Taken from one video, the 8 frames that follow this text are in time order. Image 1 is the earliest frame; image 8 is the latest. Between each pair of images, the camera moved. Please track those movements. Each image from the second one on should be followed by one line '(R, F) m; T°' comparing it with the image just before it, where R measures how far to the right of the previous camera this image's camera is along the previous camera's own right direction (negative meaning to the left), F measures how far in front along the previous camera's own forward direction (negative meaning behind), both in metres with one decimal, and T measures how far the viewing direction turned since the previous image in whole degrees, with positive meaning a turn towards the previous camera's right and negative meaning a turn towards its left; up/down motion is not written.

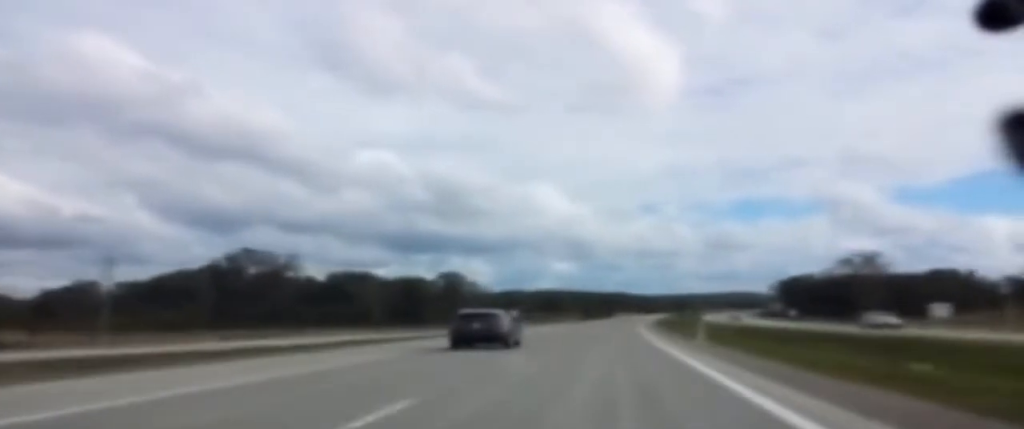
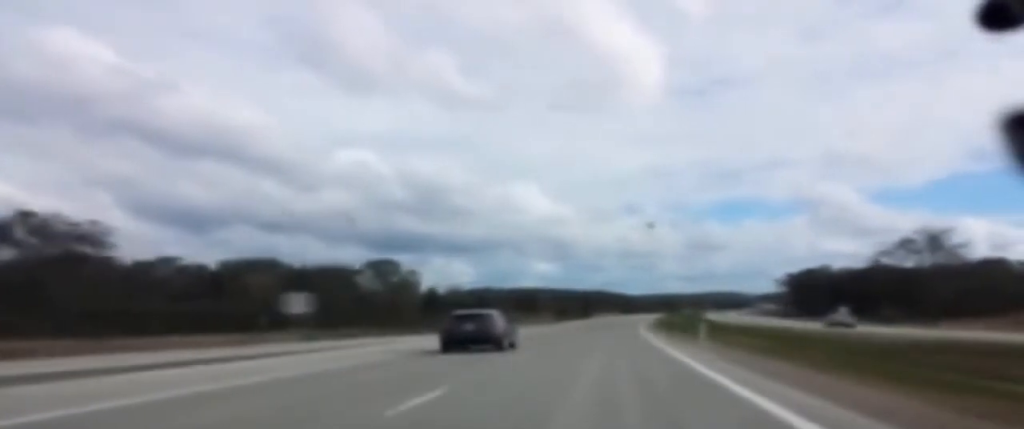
(+0.5, +59.9) m; +1°
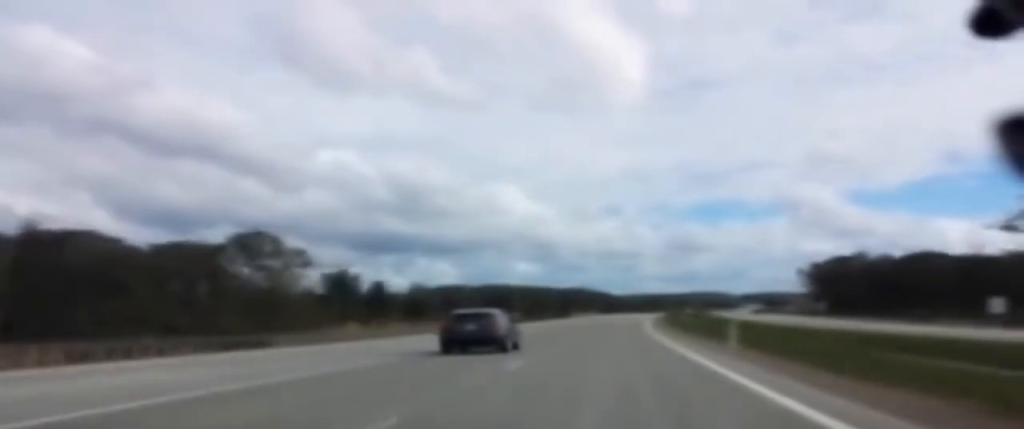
(+0.3, +66.3) m; +1°
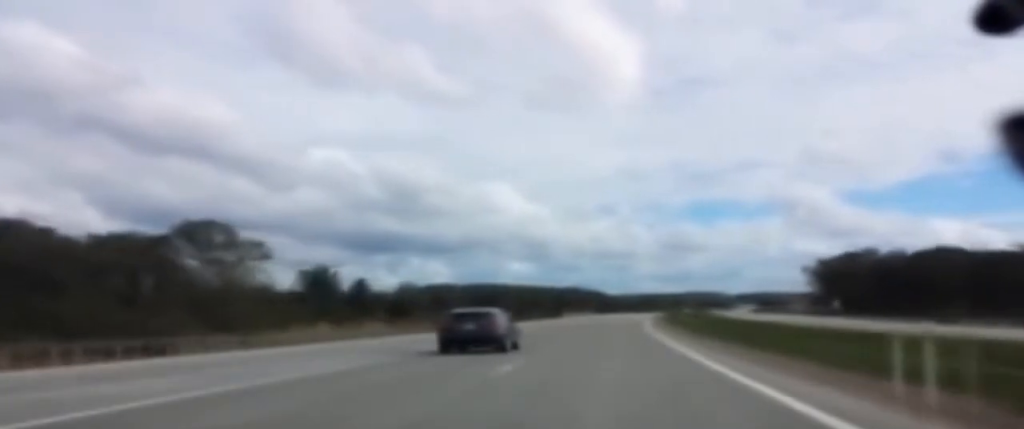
(+0.1, +14.2) m; 0°
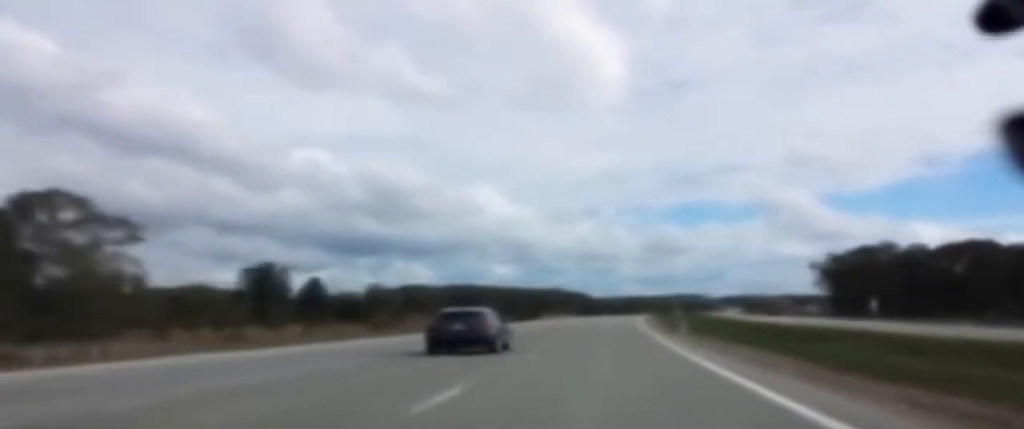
(+0.2, +30.4) m; +1°
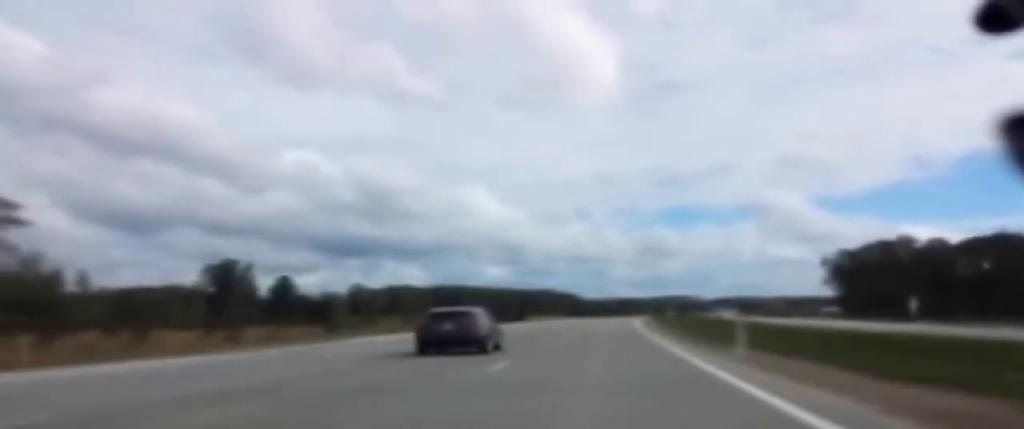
(+0.1, +18.2) m; 0°
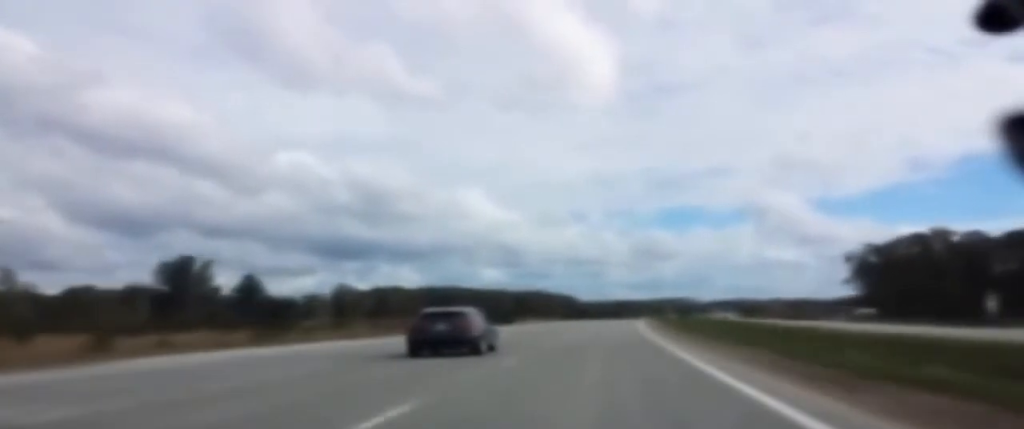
(0.0, +21.2) m; 0°
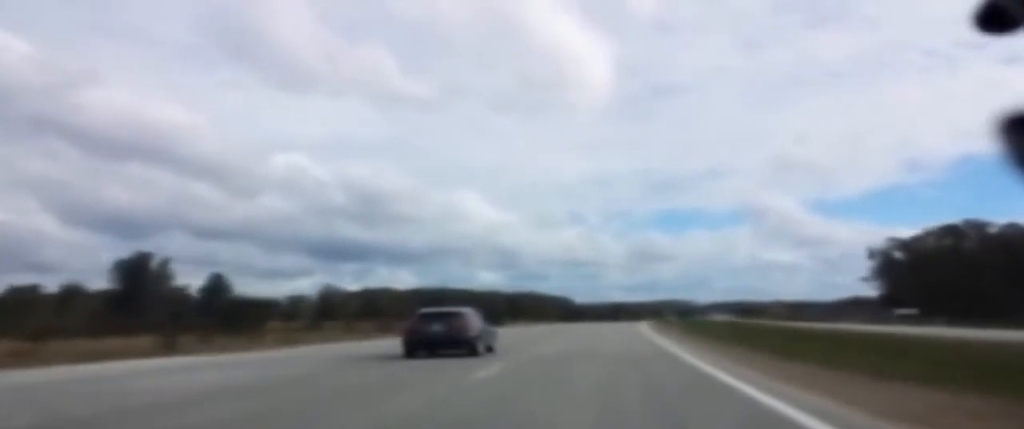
(0.0, +17.1) m; 0°
